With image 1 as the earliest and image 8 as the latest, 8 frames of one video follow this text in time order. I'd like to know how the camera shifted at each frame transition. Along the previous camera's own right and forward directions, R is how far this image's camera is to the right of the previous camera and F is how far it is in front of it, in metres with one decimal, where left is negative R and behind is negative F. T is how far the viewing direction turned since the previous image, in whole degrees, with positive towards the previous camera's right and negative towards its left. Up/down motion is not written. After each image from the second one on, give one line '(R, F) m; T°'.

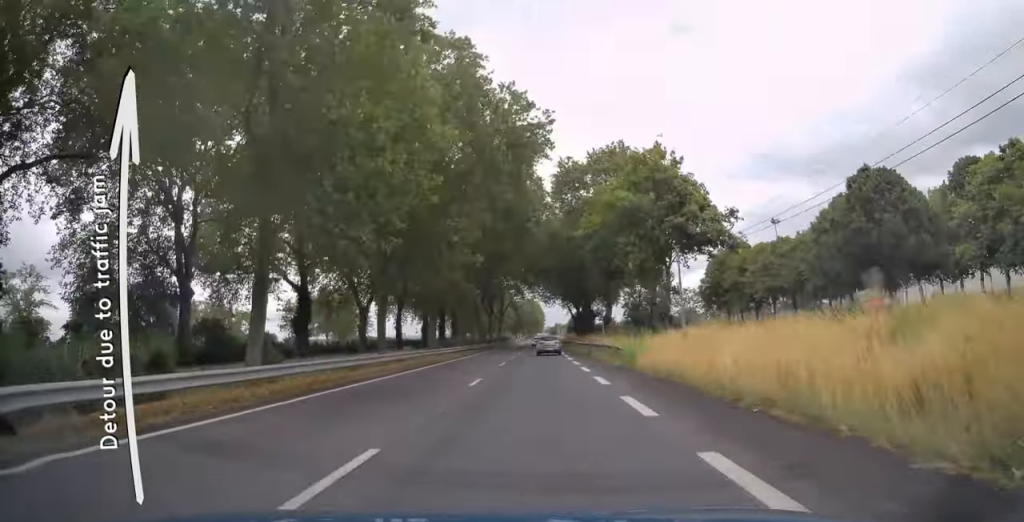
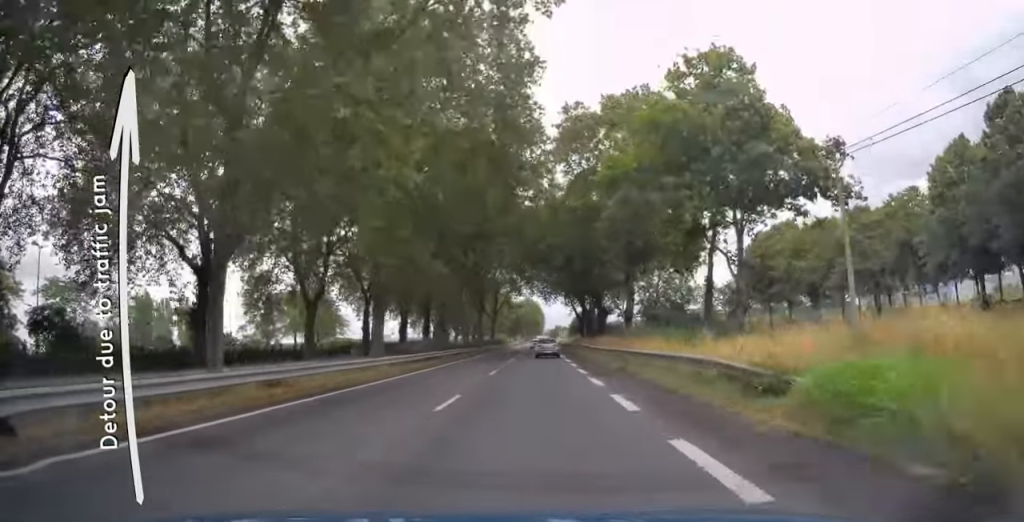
(+0.2, +18.0) m; 0°
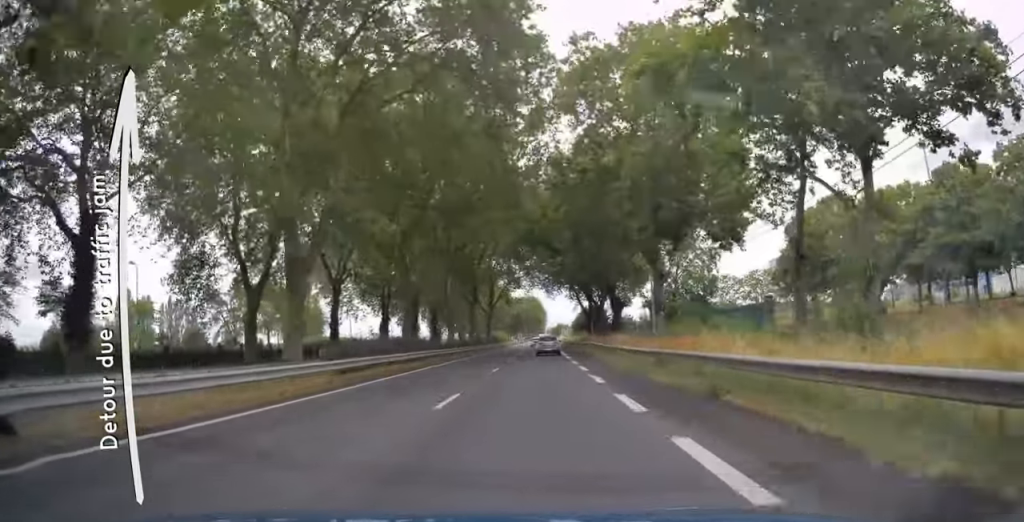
(-0.2, +12.8) m; 0°
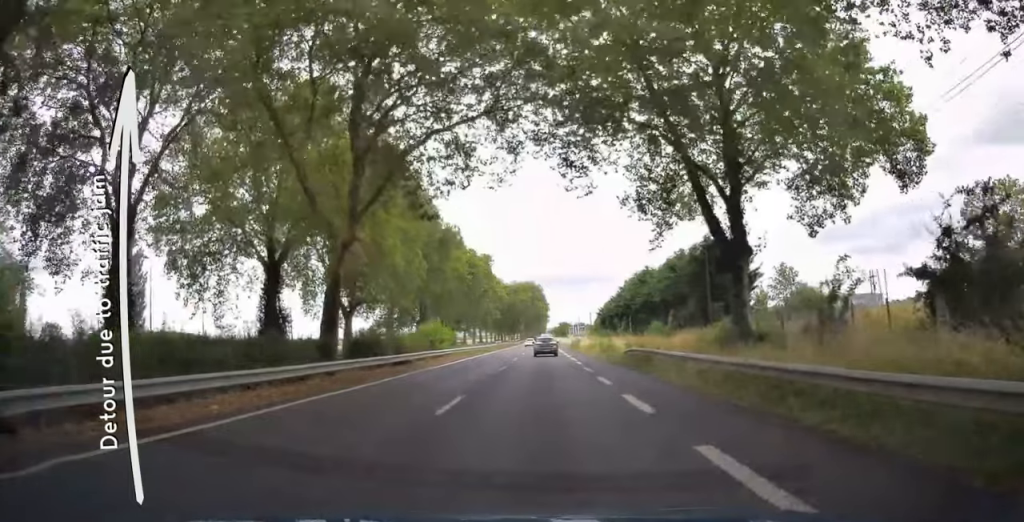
(+0.3, +78.1) m; 0°
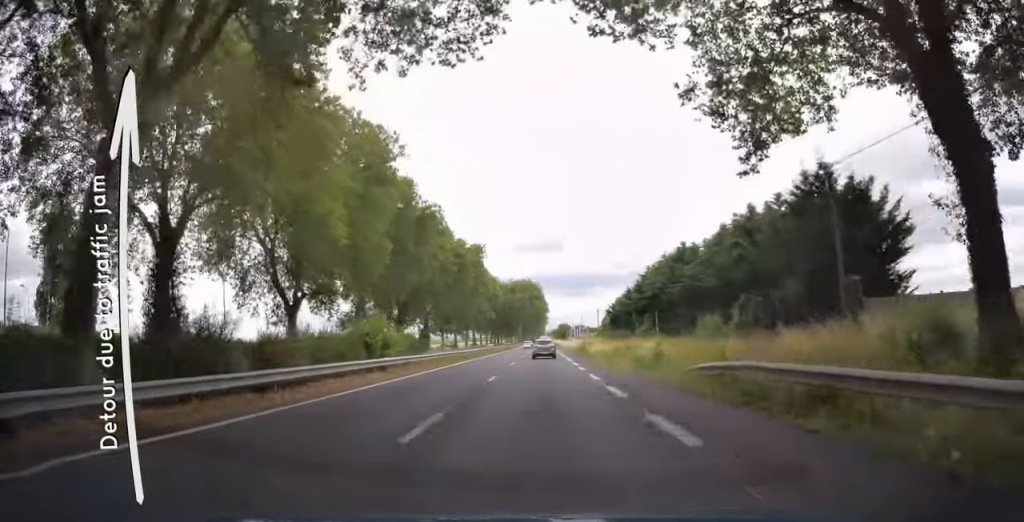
(-0.2, +15.8) m; 0°
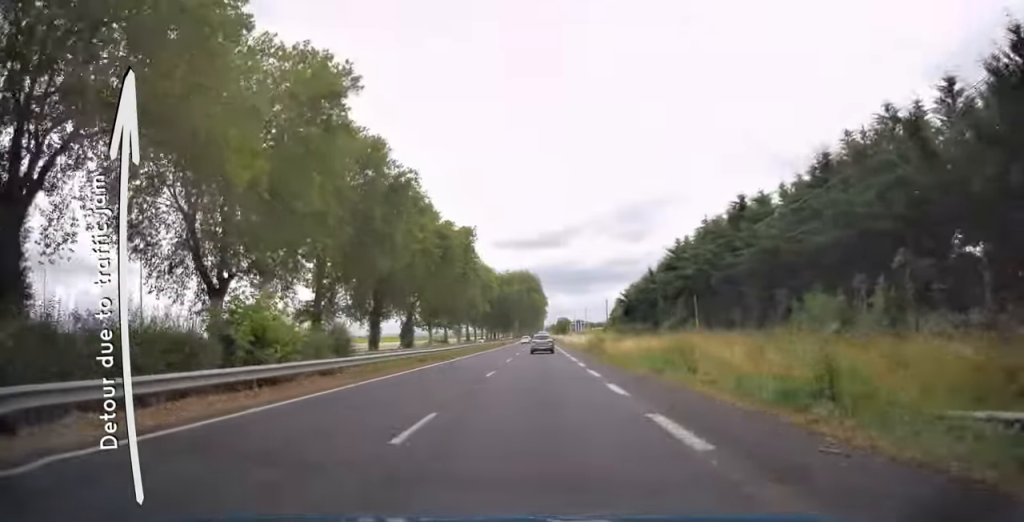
(-0.2, +13.3) m; 0°
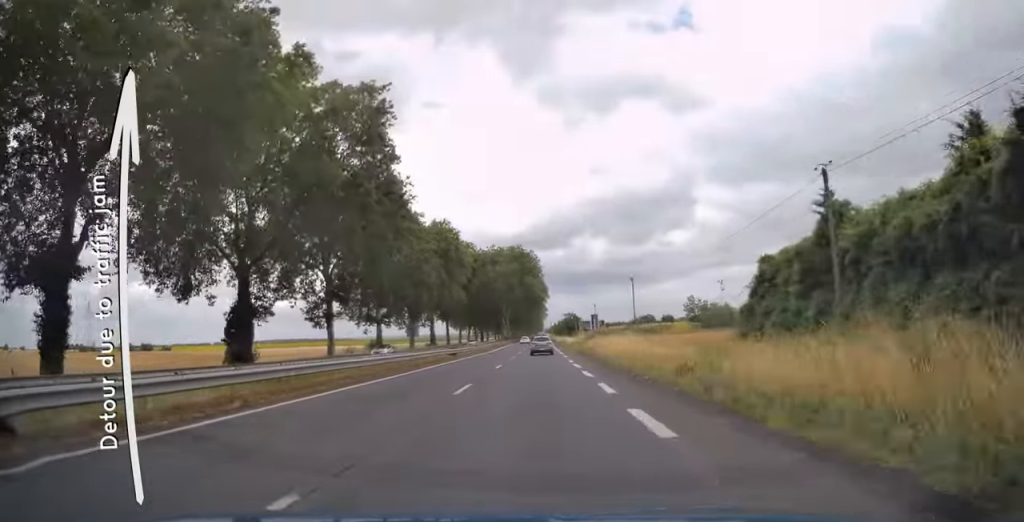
(+0.1, +57.5) m; -1°
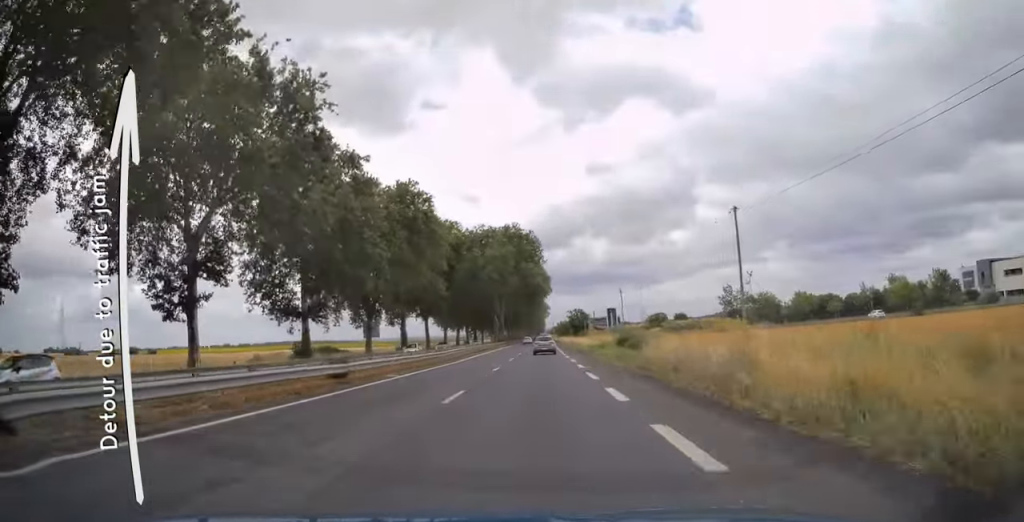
(-0.1, +27.5) m; 0°
